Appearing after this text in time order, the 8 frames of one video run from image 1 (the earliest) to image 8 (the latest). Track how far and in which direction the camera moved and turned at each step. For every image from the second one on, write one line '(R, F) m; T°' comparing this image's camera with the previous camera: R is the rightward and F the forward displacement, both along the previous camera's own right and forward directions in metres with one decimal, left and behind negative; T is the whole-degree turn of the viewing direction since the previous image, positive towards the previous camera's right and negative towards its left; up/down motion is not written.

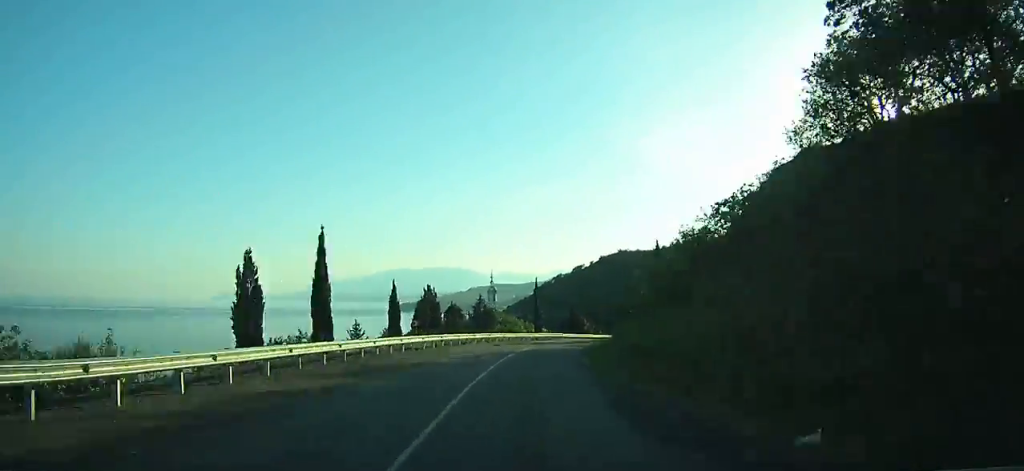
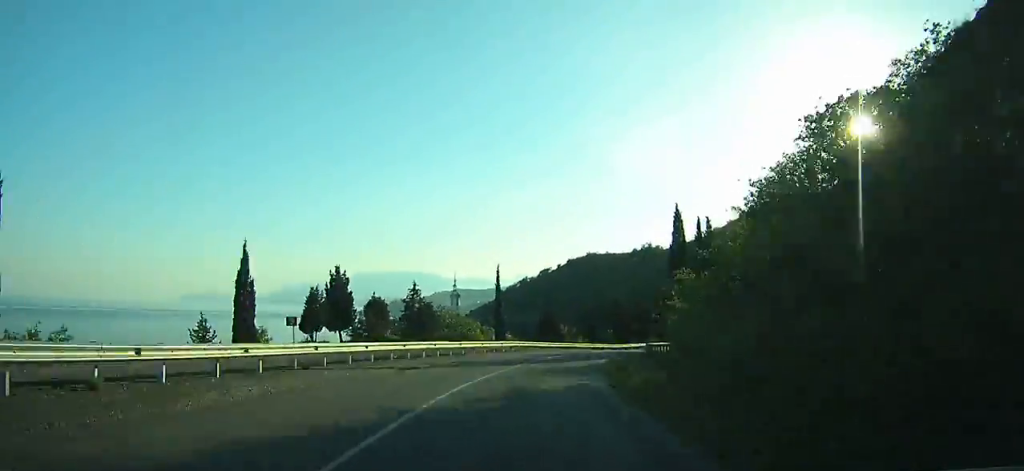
(-0.9, +19.7) m; +3°
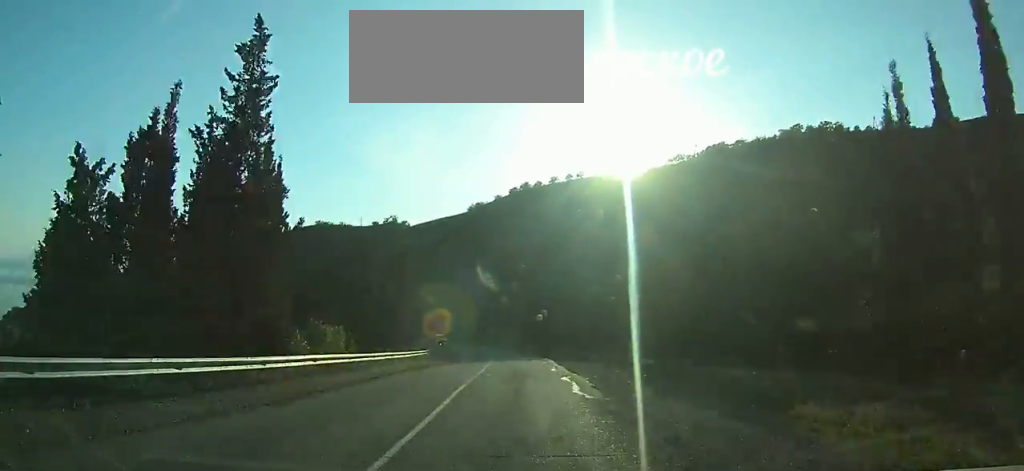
(+17.0, +86.4) m; +17°
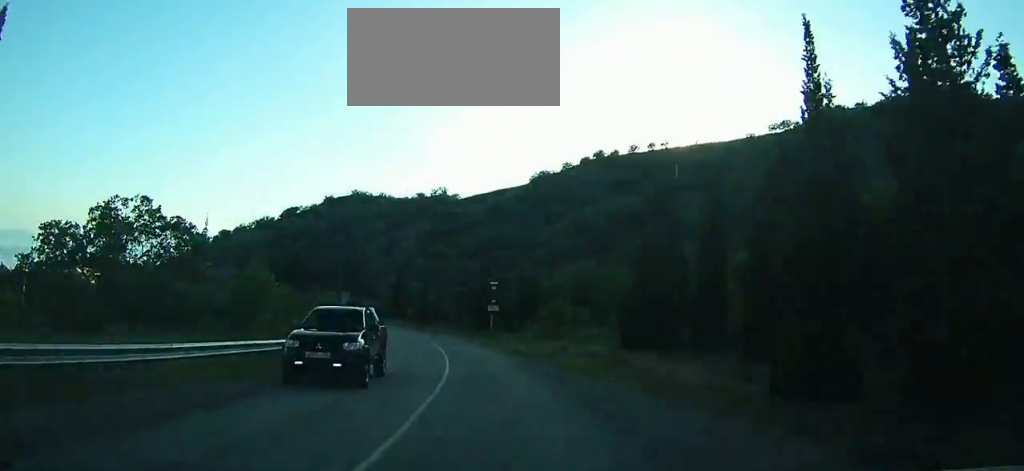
(+1.4, +55.2) m; -4°
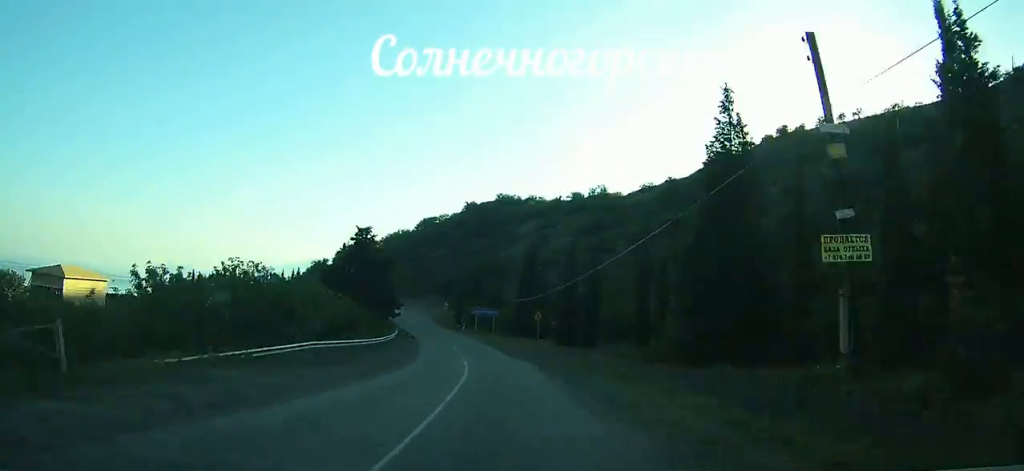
(-3.8, +45.4) m; -10°
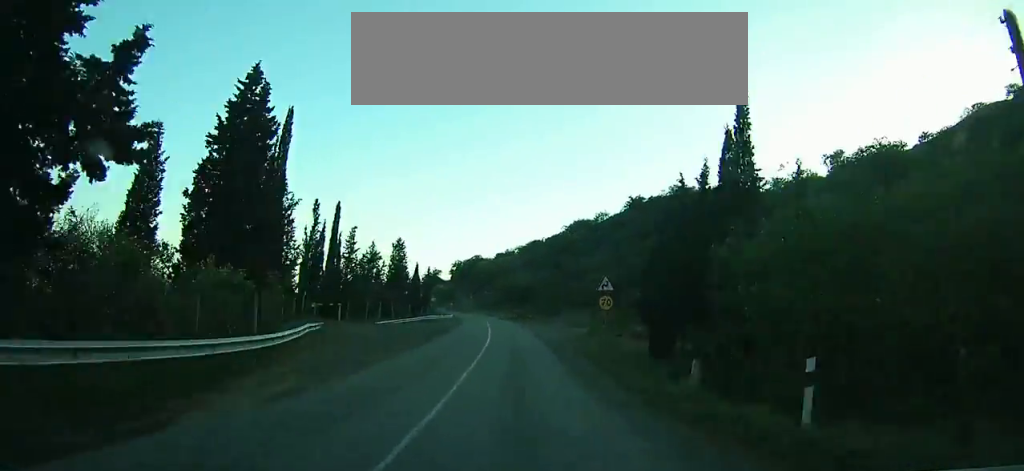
(-10.0, +66.7) m; -14°
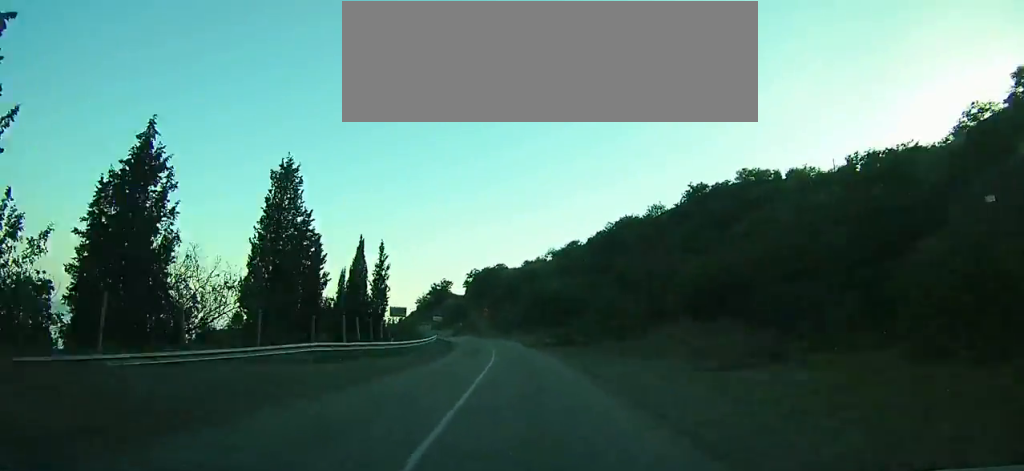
(-2.5, +39.8) m; -6°
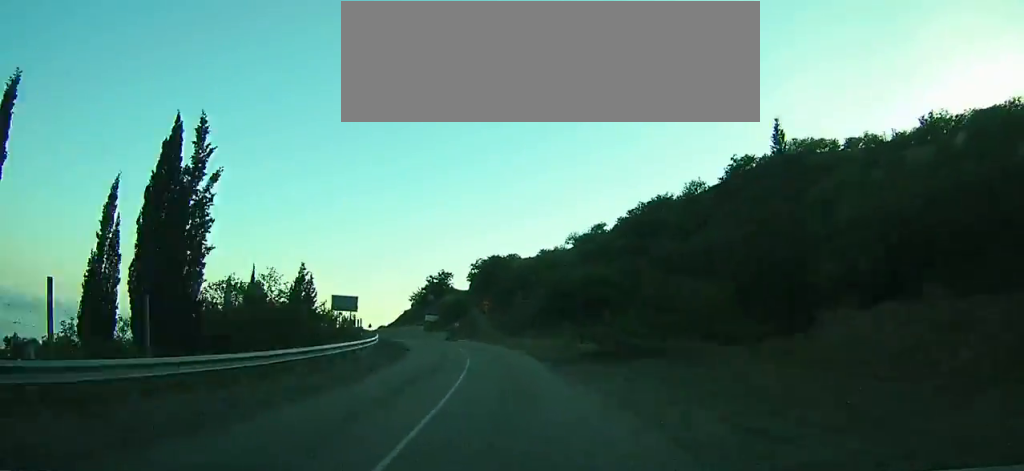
(+0.1, +24.7) m; -4°
